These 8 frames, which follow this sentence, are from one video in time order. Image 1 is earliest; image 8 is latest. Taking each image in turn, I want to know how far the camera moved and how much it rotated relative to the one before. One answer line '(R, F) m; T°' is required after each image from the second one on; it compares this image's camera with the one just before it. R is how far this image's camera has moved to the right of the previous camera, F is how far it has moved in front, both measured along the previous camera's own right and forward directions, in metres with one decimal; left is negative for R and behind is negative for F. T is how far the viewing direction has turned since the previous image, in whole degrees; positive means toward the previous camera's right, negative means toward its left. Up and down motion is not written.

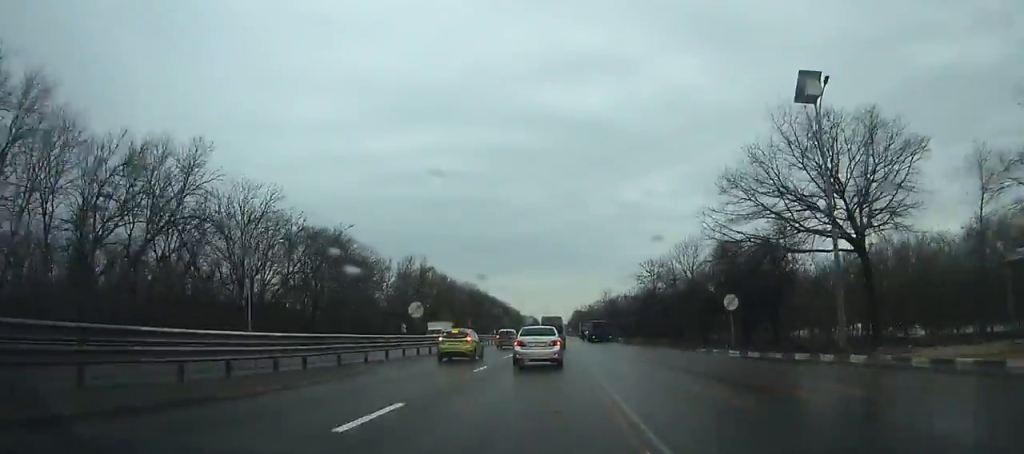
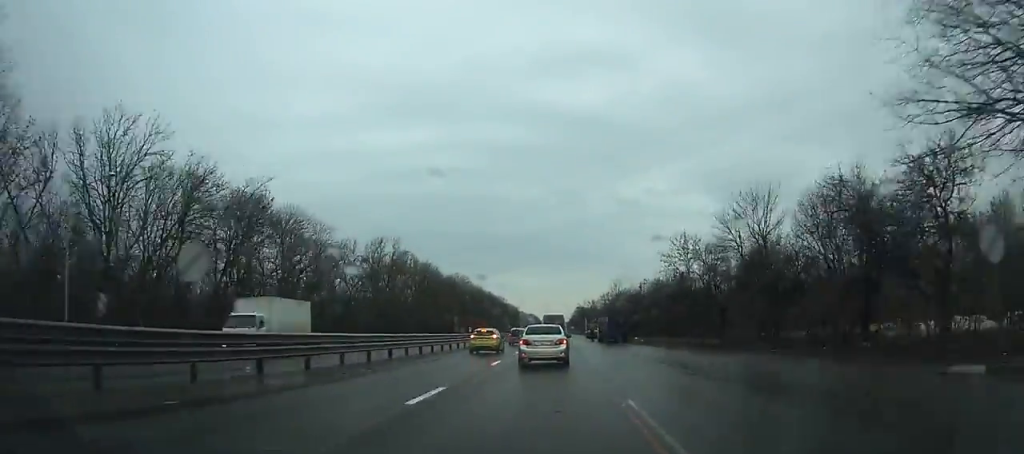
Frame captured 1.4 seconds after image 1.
(+0.2, +21.2) m; 0°
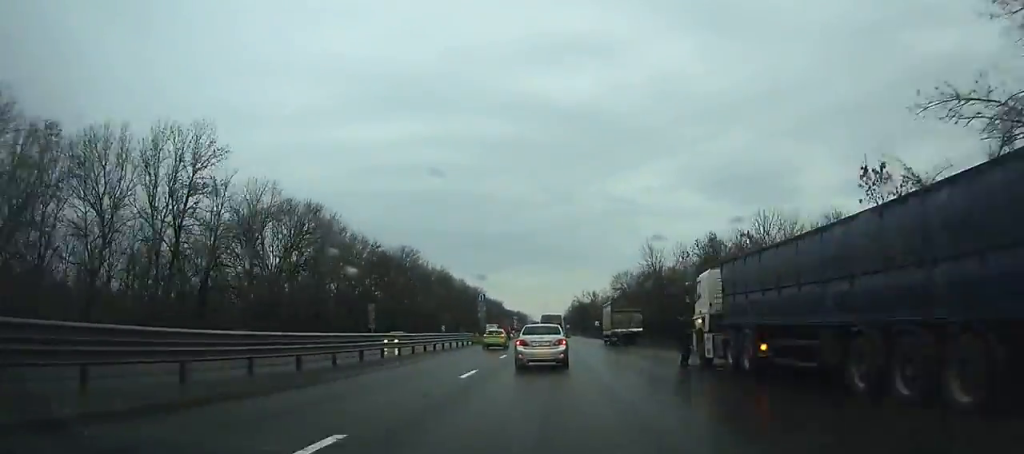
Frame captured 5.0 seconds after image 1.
(+0.2, +54.8) m; 0°
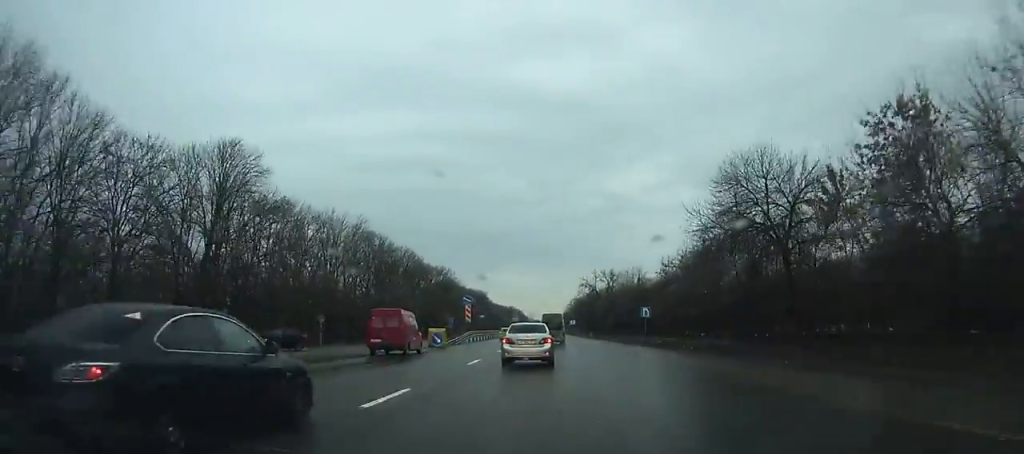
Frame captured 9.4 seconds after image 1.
(-0.1, +68.1) m; 0°
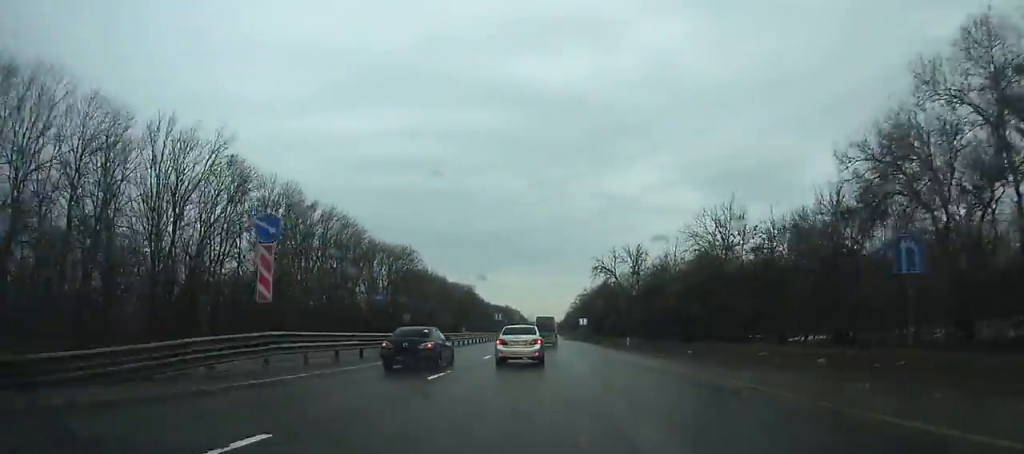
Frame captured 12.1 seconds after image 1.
(-0.2, +42.8) m; 0°
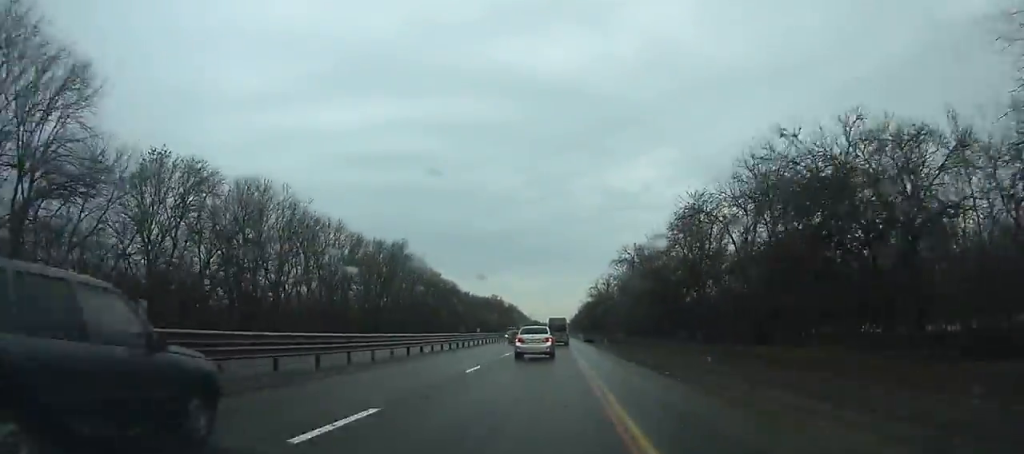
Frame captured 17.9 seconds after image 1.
(+0.3, +96.4) m; 0°
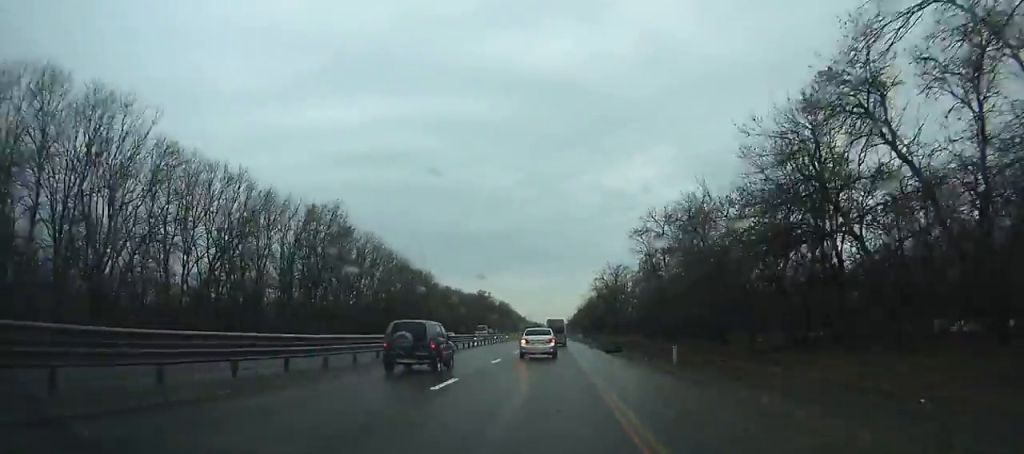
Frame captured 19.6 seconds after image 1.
(-0.1, +30.2) m; 0°
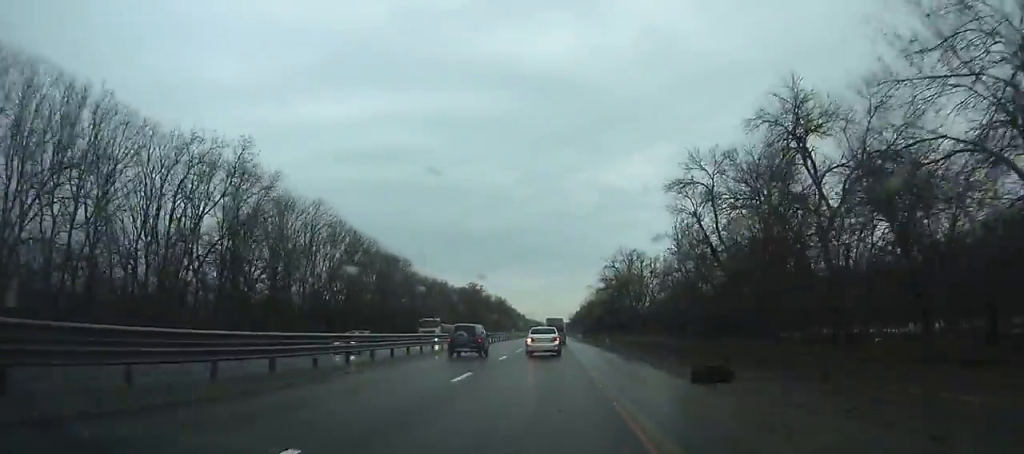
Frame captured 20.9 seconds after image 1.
(0.0, +23.1) m; 0°
